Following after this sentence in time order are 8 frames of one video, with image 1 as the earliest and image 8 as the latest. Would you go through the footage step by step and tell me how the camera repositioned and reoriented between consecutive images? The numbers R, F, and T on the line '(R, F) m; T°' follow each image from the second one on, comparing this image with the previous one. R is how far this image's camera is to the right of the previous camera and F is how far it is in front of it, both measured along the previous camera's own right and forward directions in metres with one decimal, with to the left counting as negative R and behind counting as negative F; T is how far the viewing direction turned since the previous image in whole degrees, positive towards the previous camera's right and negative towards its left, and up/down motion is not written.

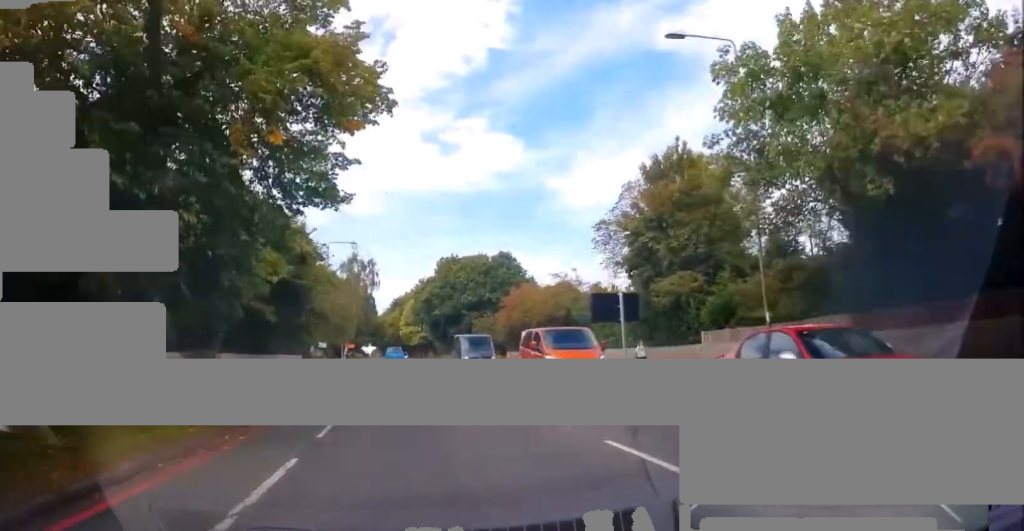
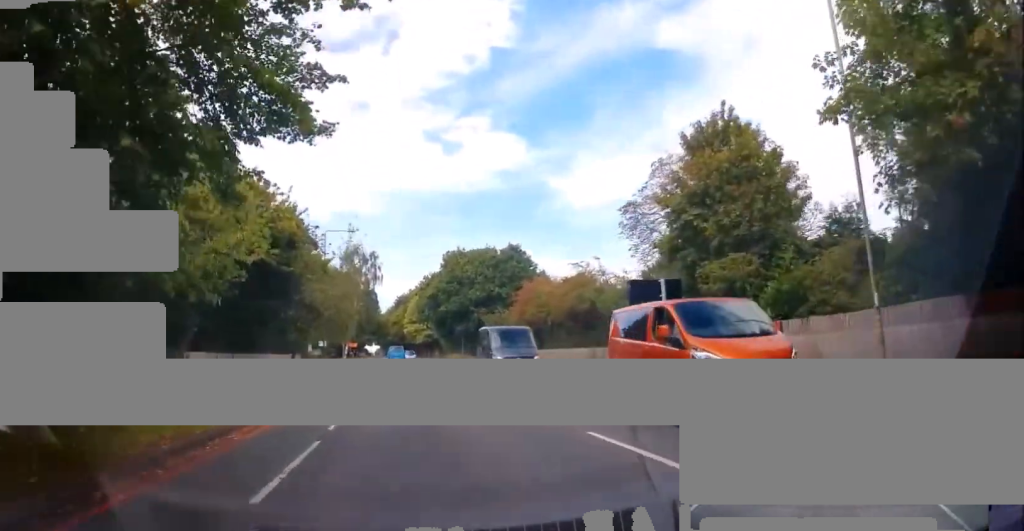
(-0.3, +5.1) m; +1°
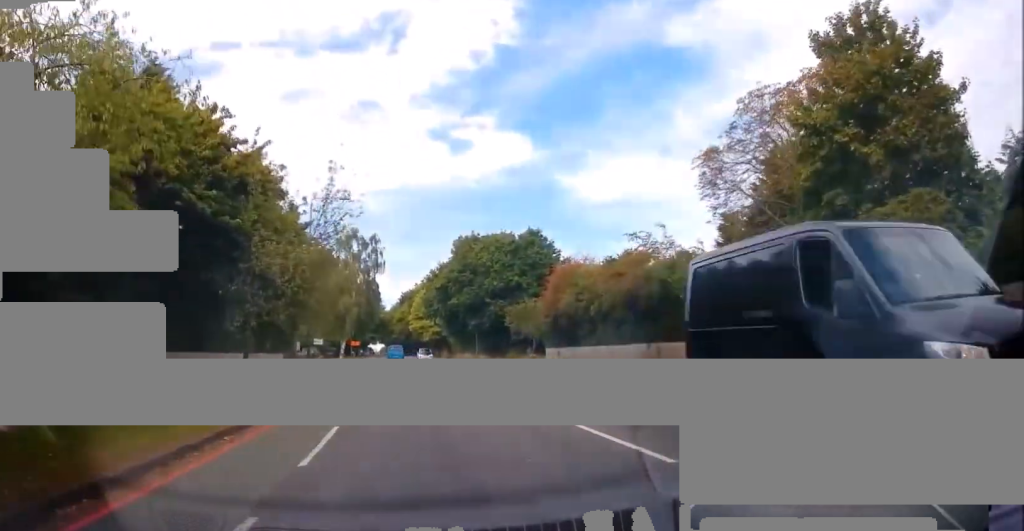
(+0.5, +10.5) m; +1°
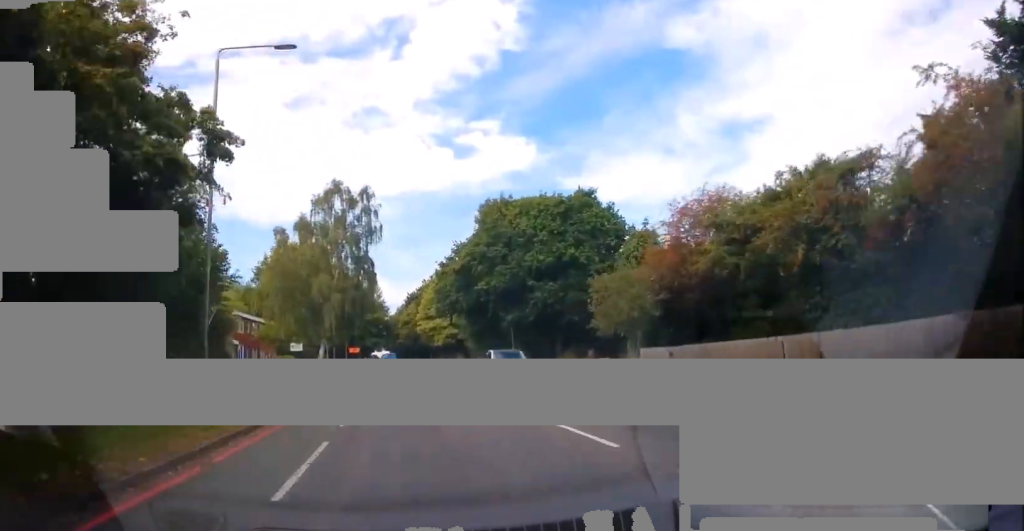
(-0.5, +22.5) m; -4°
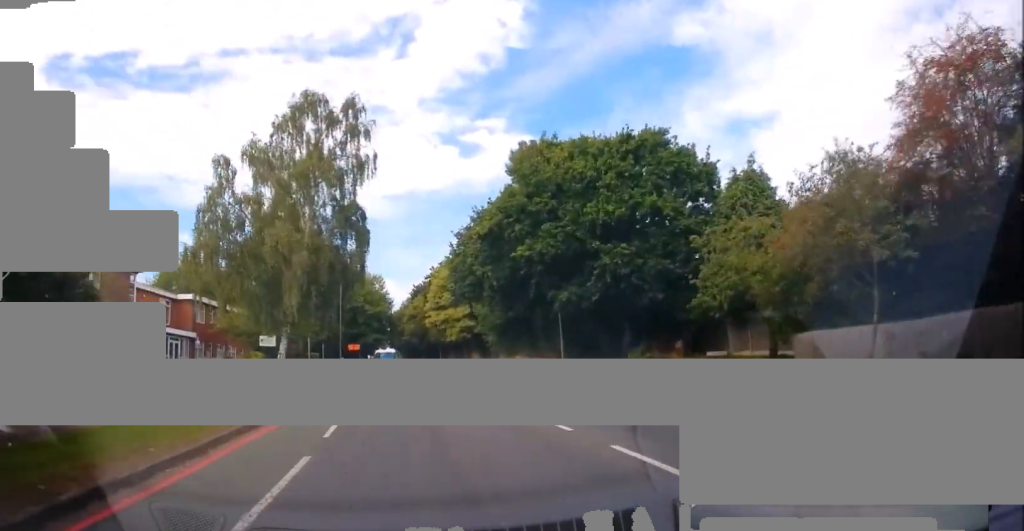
(-0.6, +15.1) m; -1°
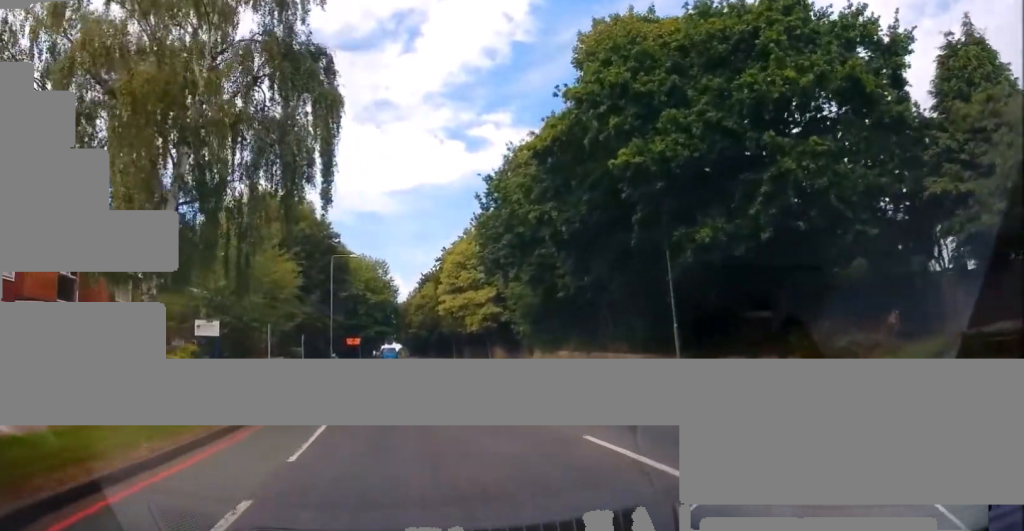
(+0.5, +16.4) m; +3°
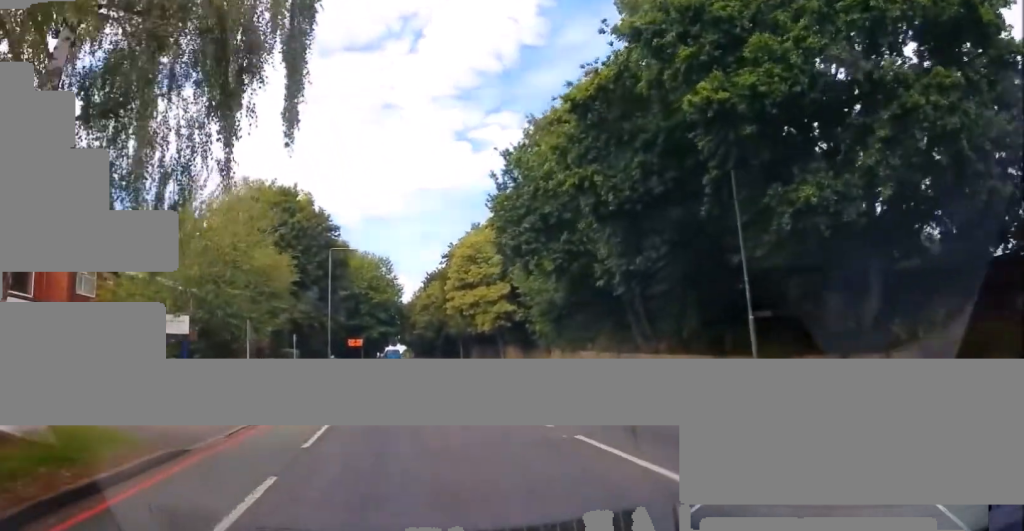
(0.0, +5.3) m; 0°
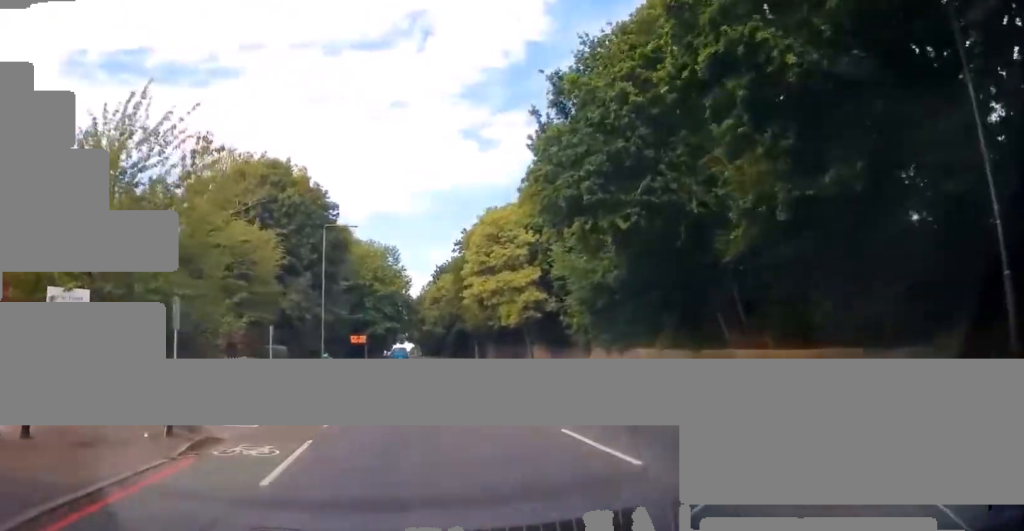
(+0.2, +9.9) m; -1°
